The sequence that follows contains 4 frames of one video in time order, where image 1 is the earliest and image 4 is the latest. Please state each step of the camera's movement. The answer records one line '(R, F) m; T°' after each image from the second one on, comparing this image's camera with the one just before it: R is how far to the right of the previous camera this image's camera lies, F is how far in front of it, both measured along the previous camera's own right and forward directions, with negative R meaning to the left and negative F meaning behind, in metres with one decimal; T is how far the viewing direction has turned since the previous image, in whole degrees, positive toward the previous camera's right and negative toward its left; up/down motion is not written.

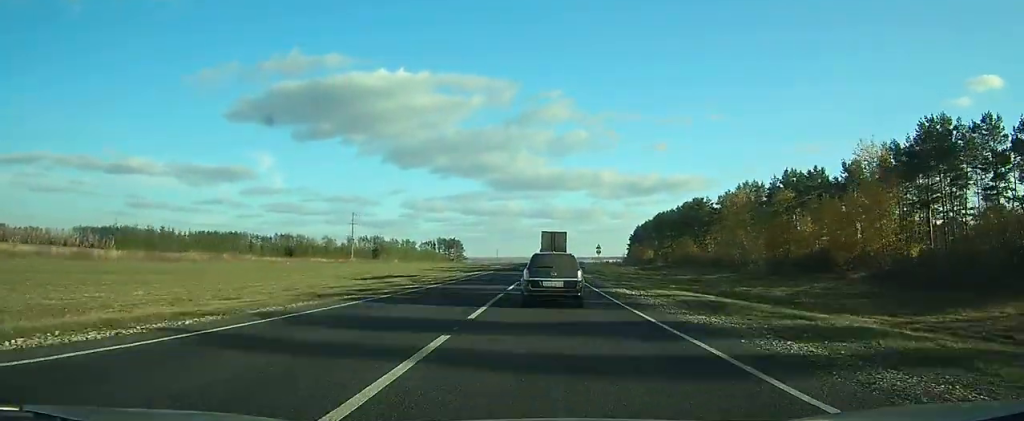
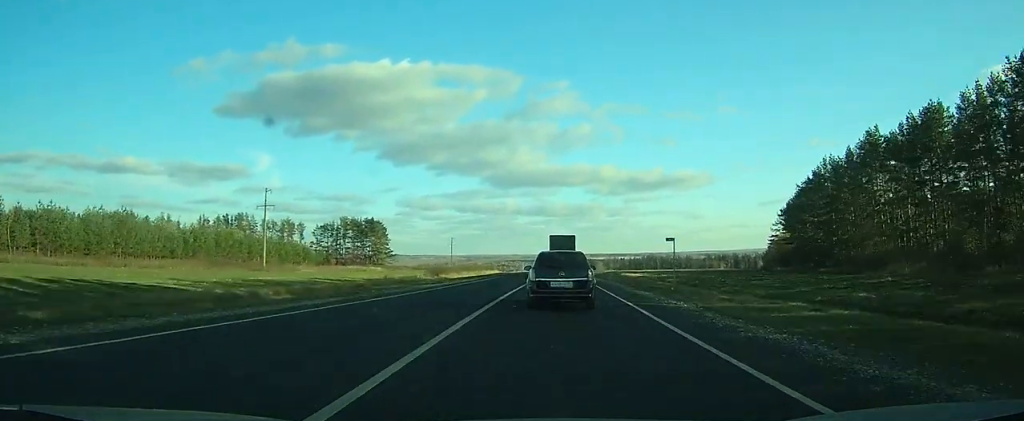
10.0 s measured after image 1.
(+0.5, +207.0) m; +1°
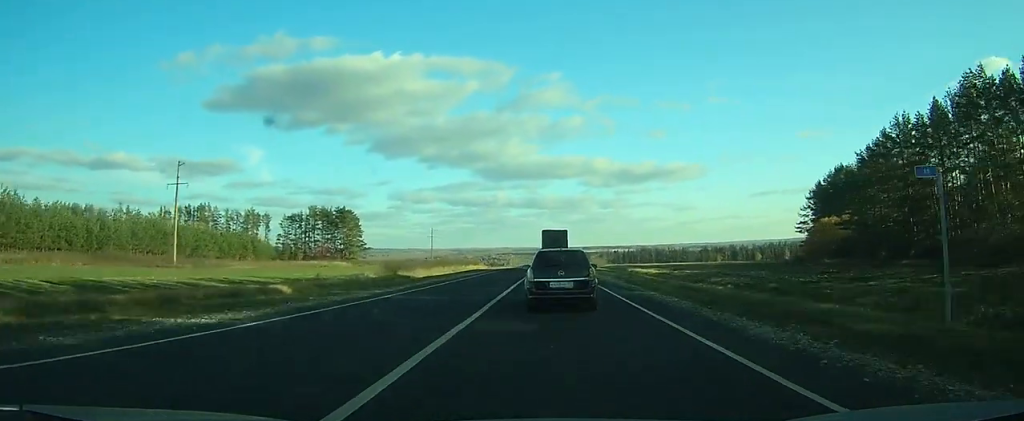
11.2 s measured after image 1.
(+0.1, +23.0) m; 0°
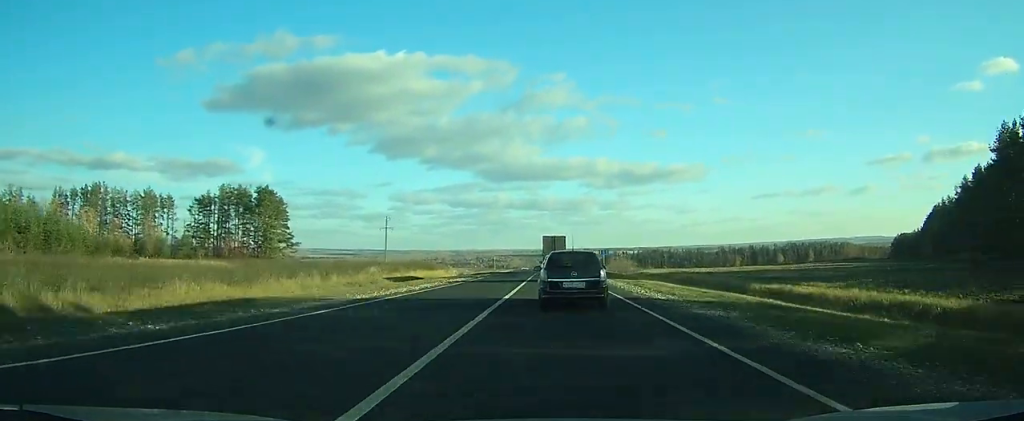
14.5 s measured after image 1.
(+0.3, +60.6) m; +1°
